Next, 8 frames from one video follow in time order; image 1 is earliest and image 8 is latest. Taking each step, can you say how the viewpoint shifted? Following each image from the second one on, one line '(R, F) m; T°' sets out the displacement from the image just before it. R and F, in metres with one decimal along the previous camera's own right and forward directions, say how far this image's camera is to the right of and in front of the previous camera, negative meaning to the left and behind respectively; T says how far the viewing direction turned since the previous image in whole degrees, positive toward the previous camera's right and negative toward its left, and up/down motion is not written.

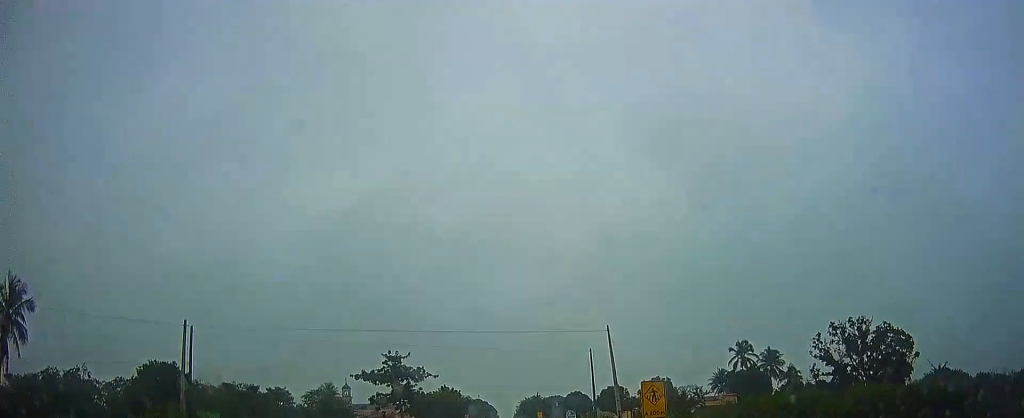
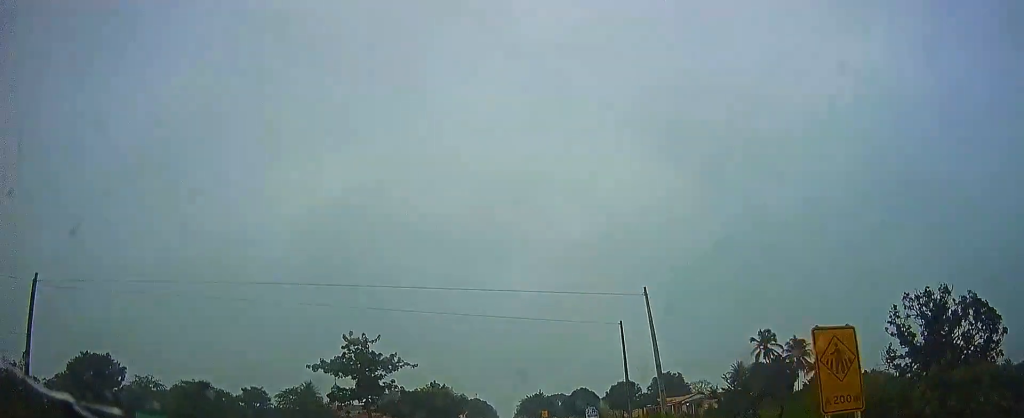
(0.0, +14.4) m; 0°
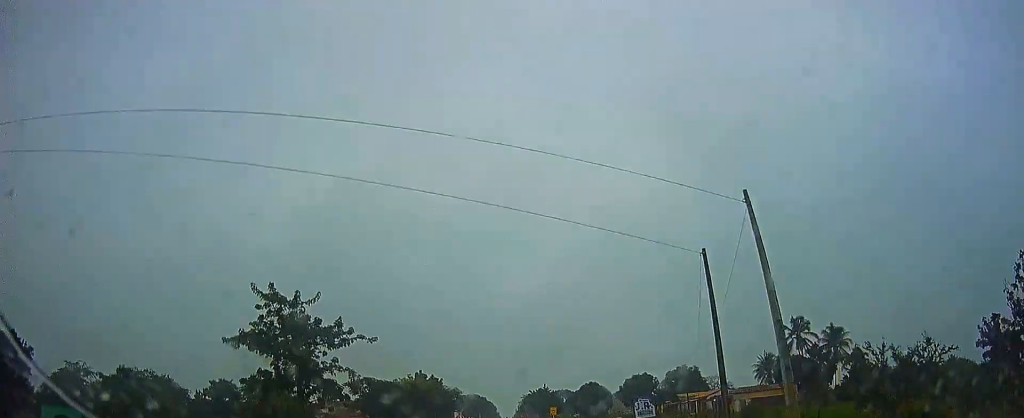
(+0.2, +16.1) m; 0°
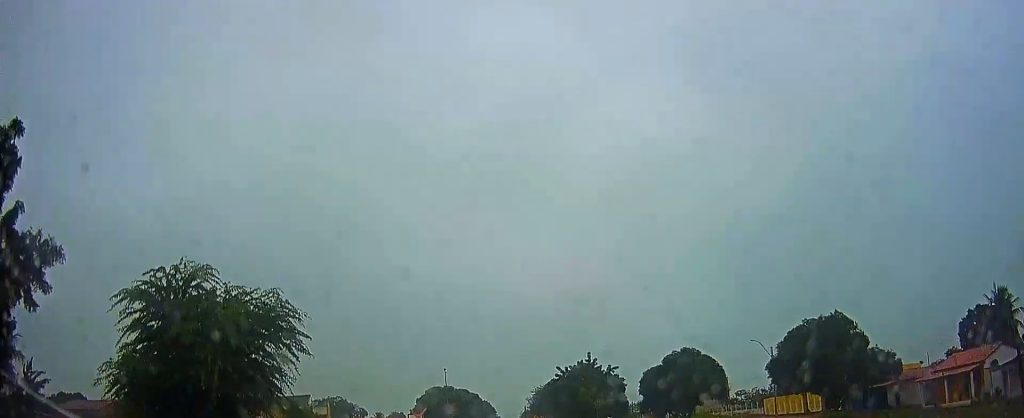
(+0.2, +79.4) m; +1°
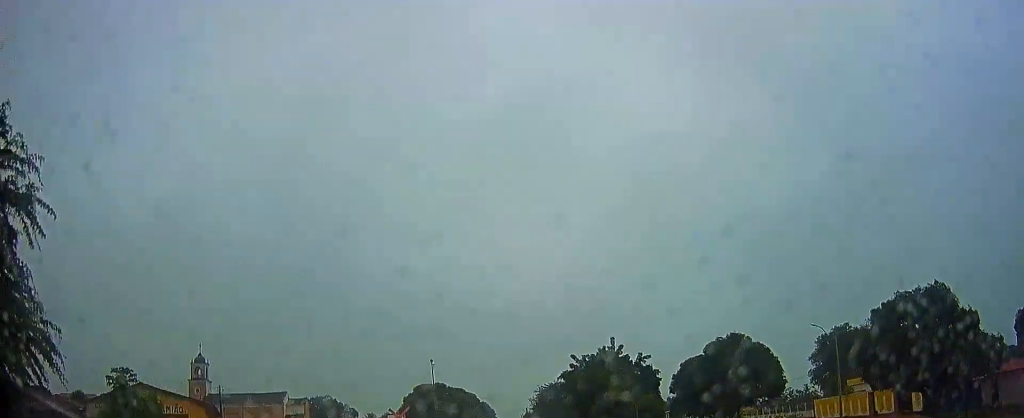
(0.0, +16.5) m; -1°
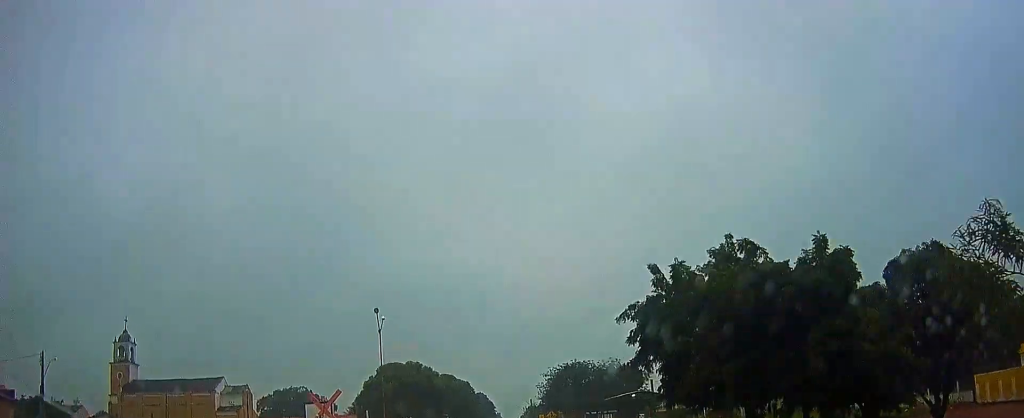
(-0.4, +29.7) m; 0°
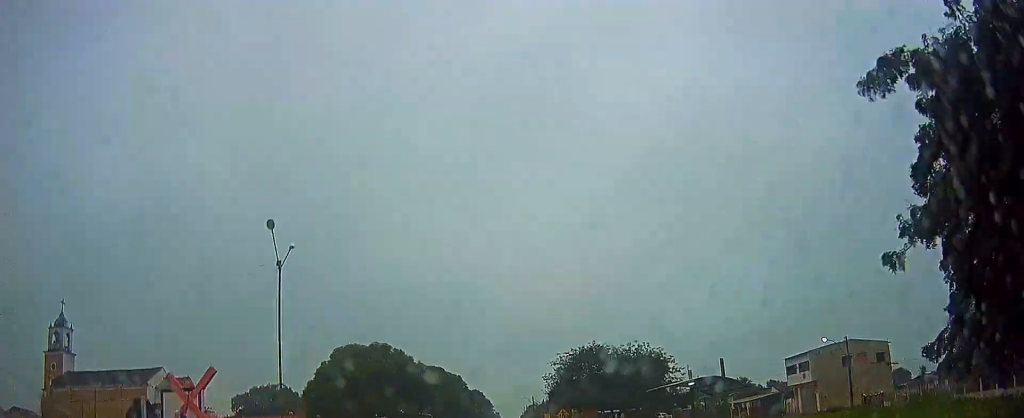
(+0.6, +18.5) m; -1°
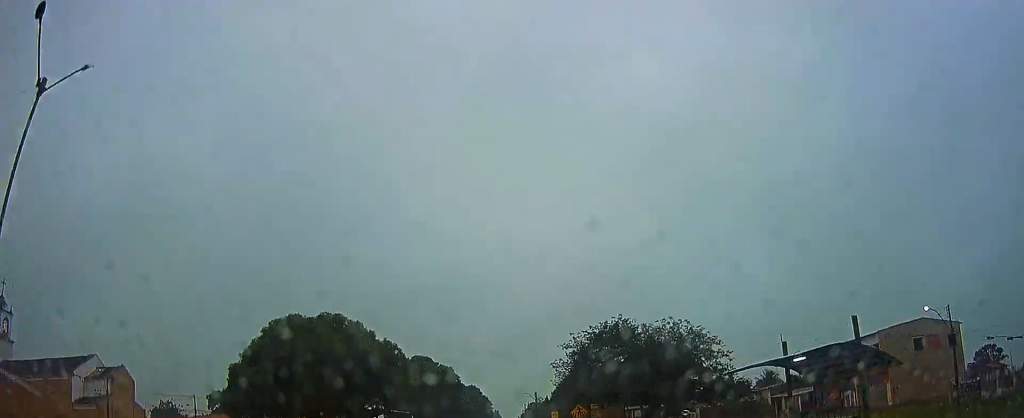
(-0.7, +14.9) m; 0°
